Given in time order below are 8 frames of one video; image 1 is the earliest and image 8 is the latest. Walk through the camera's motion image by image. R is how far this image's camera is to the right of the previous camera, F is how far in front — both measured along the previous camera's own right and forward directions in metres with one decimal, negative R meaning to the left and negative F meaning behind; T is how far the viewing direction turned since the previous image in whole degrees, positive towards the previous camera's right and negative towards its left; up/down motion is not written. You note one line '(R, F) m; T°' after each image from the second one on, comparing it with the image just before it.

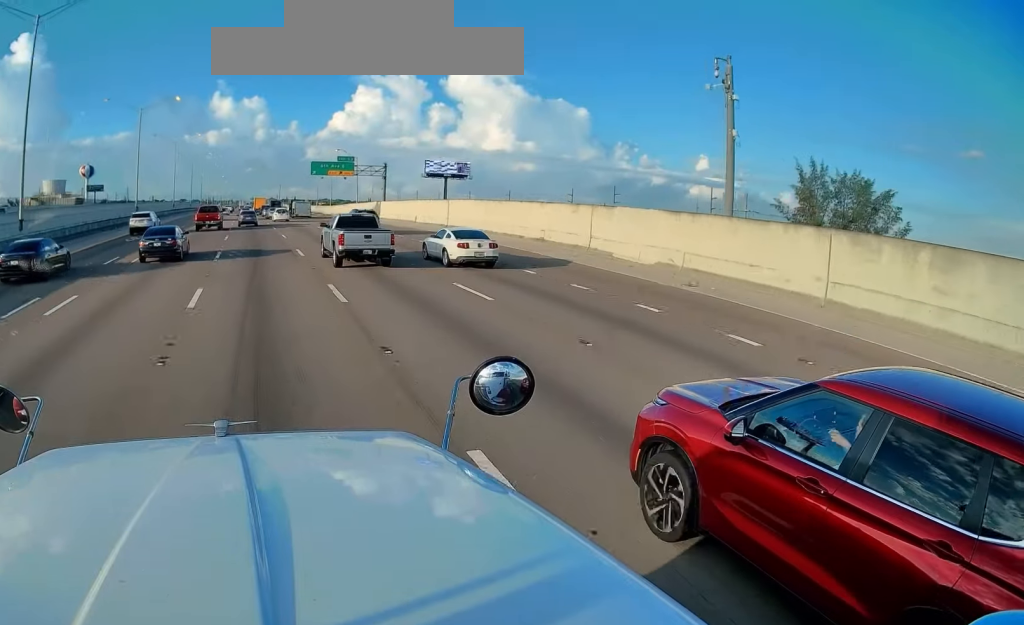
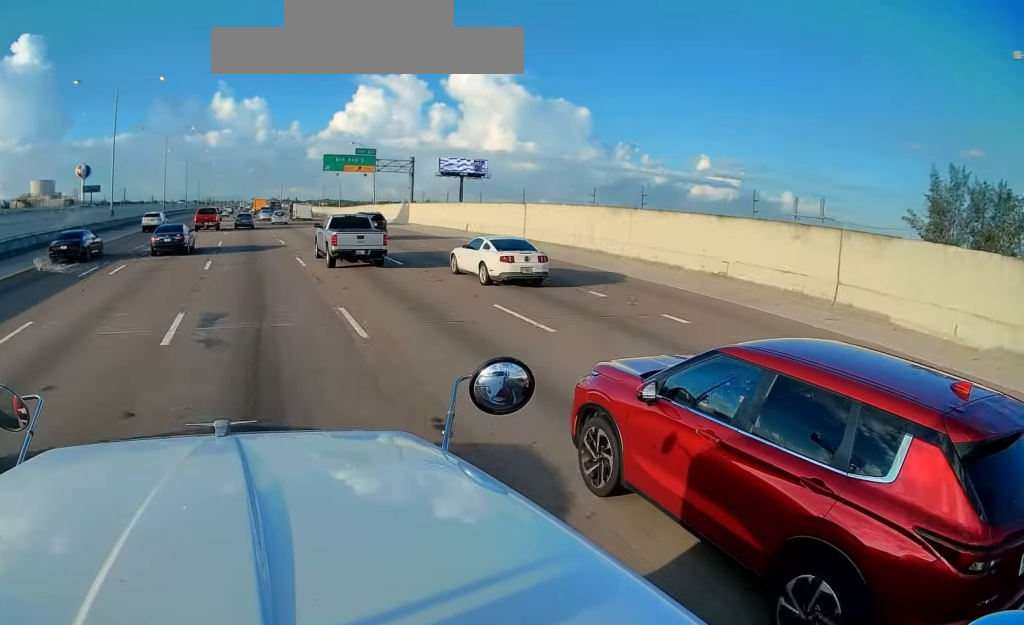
(+0.3, +15.8) m; 0°
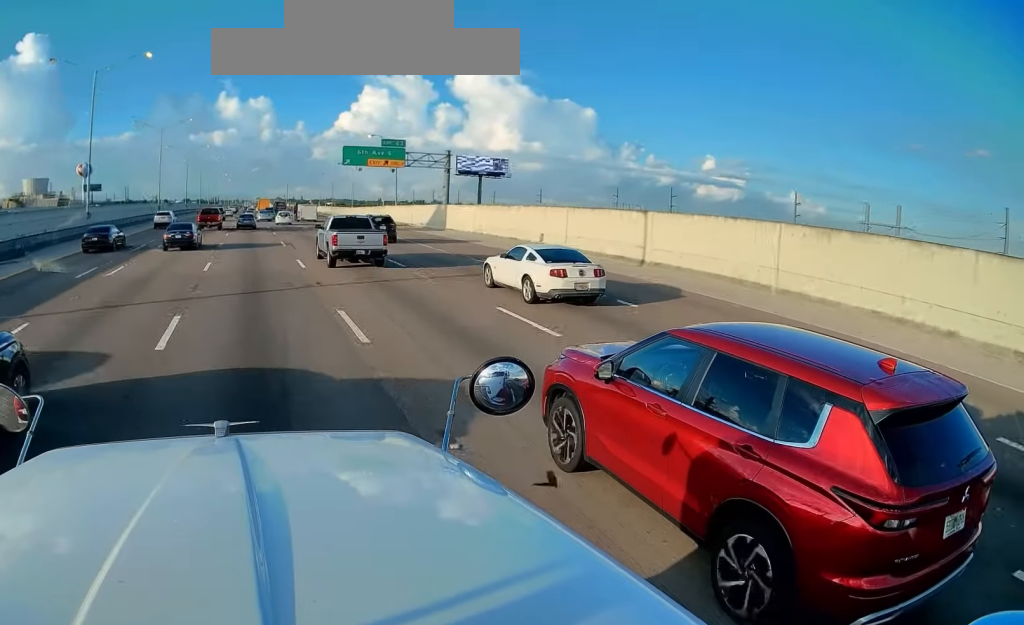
(-0.2, +12.2) m; -1°
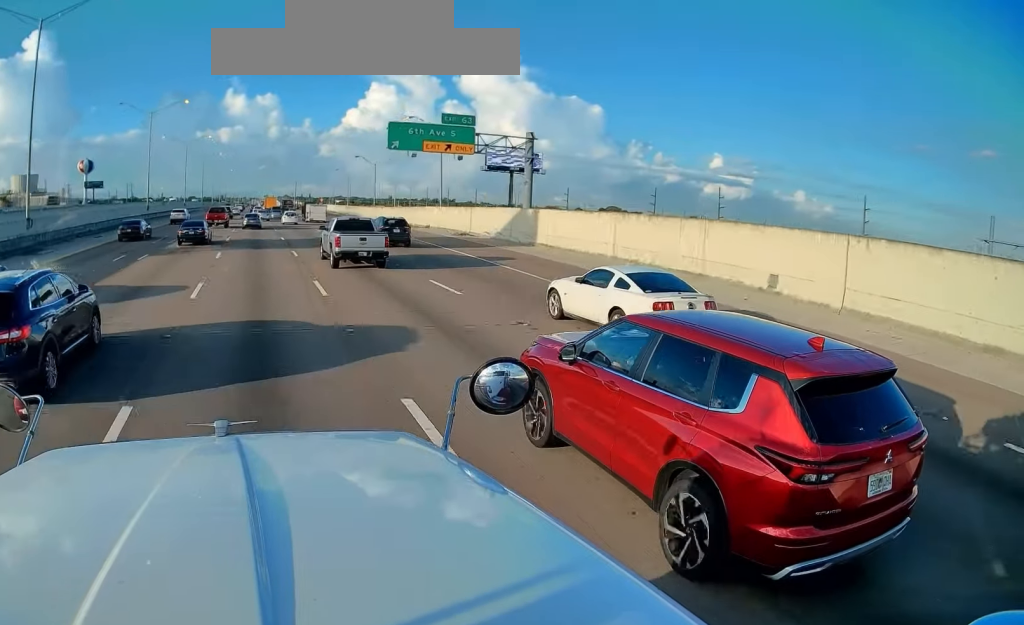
(-0.3, +17.4) m; -1°
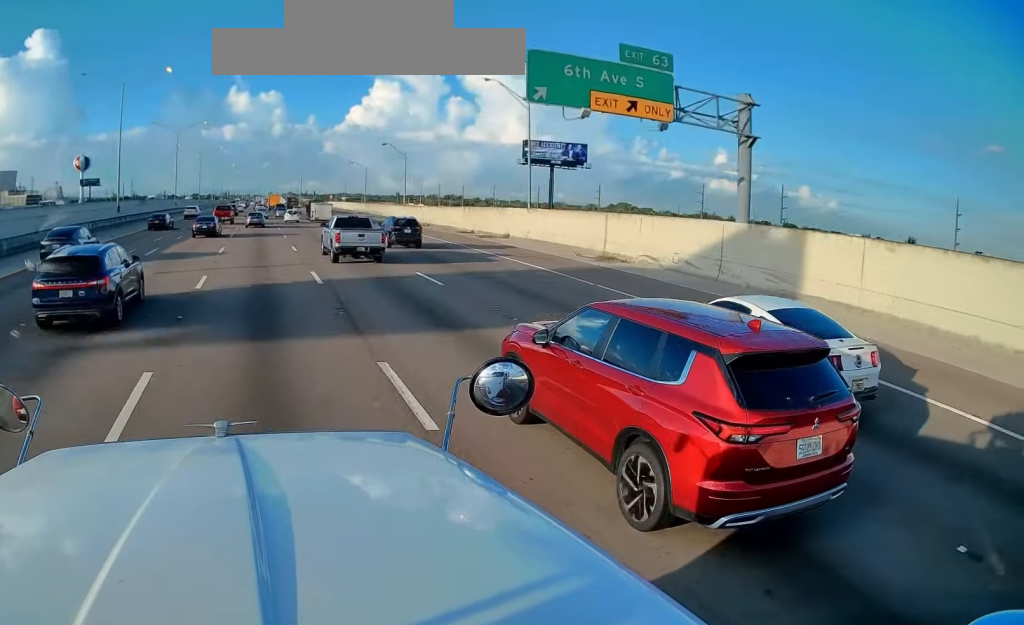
(+0.1, +20.2) m; +1°
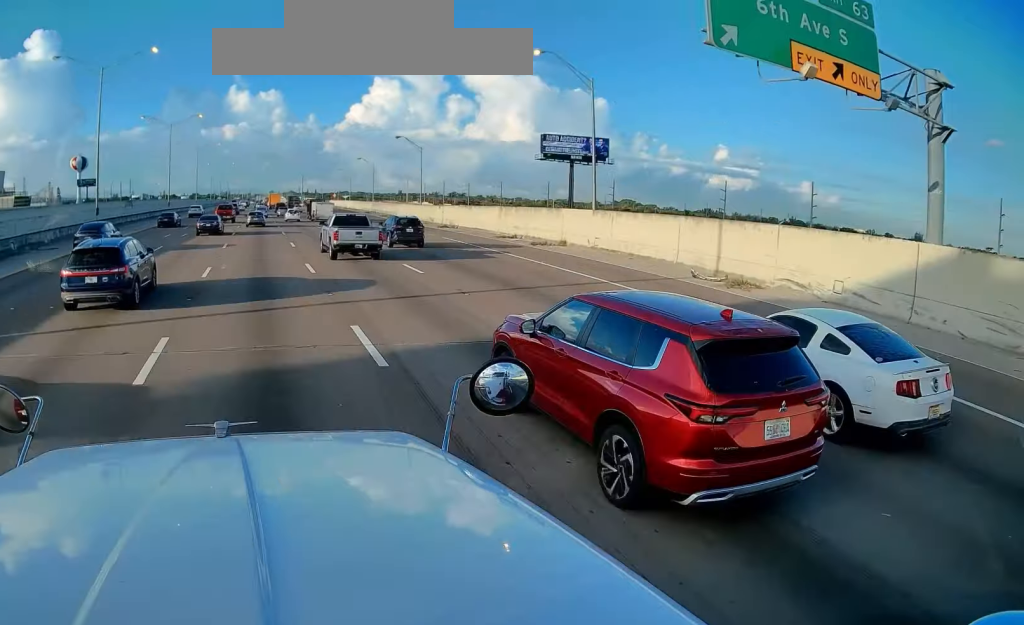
(0.0, +8.0) m; 0°
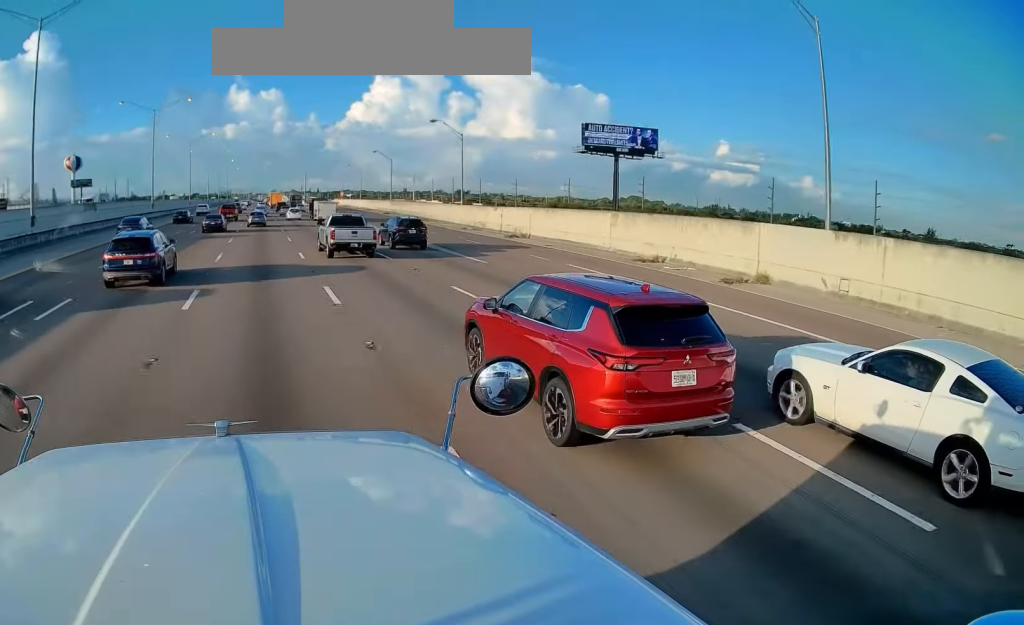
(0.0, +15.0) m; 0°
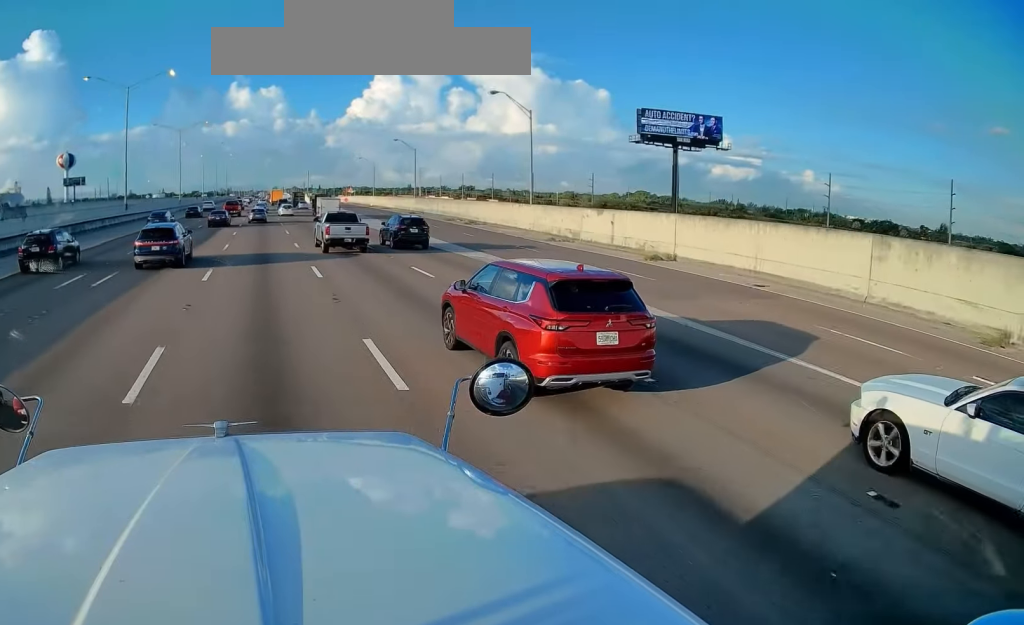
(0.0, +16.5) m; 0°
